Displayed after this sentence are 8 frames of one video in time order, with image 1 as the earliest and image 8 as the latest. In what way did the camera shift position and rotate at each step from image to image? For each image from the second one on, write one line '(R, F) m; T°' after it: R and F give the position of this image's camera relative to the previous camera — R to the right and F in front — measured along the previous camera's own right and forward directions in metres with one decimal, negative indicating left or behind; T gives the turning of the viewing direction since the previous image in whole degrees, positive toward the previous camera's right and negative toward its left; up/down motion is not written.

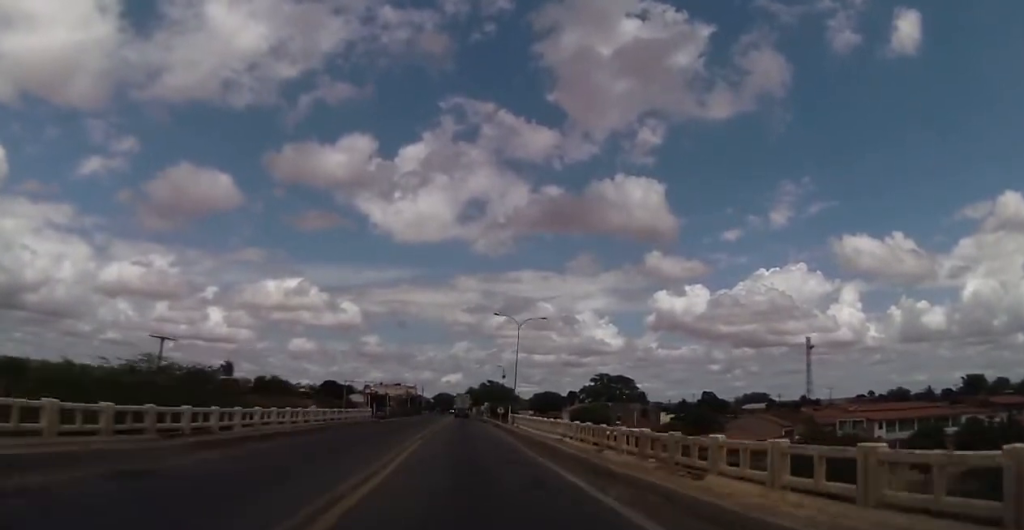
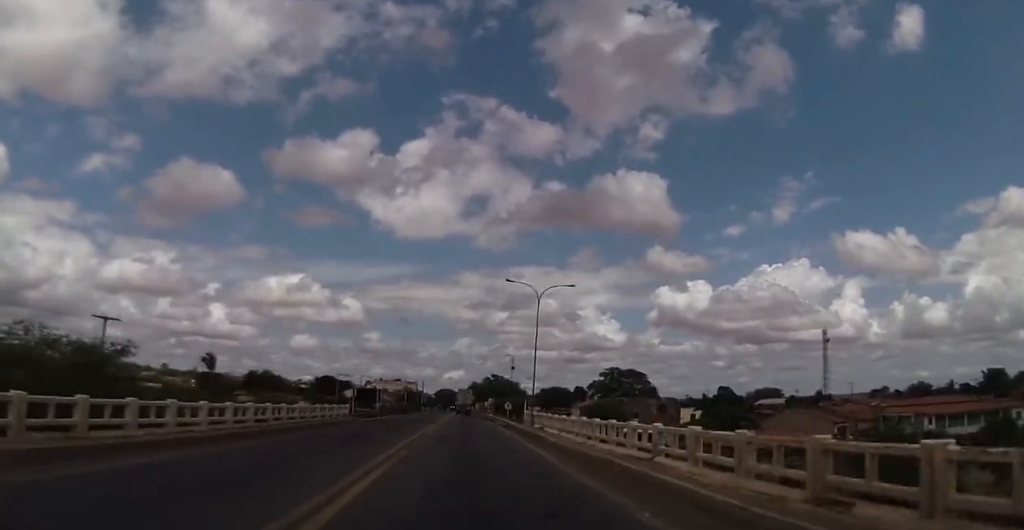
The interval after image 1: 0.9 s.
(-0.1, +11.2) m; 0°
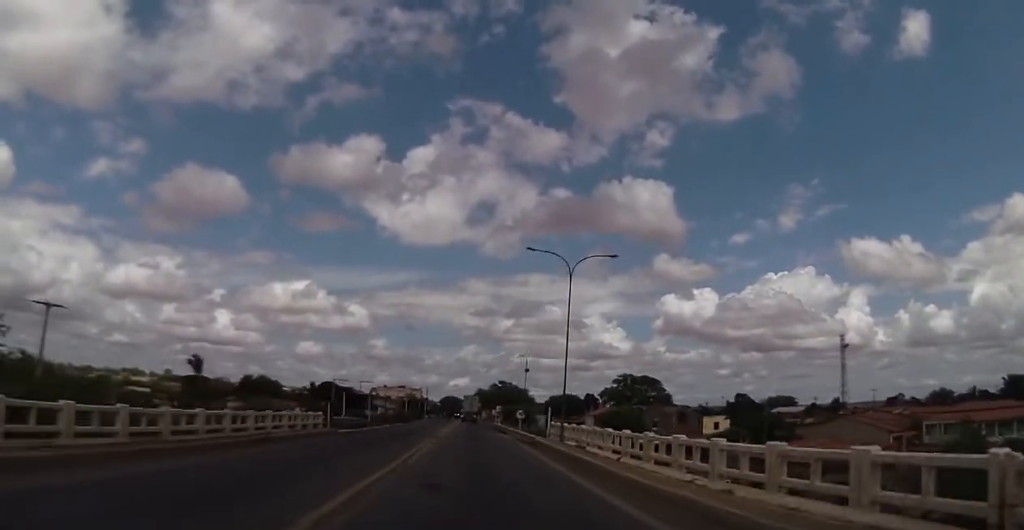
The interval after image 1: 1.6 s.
(+0.1, +9.1) m; -2°
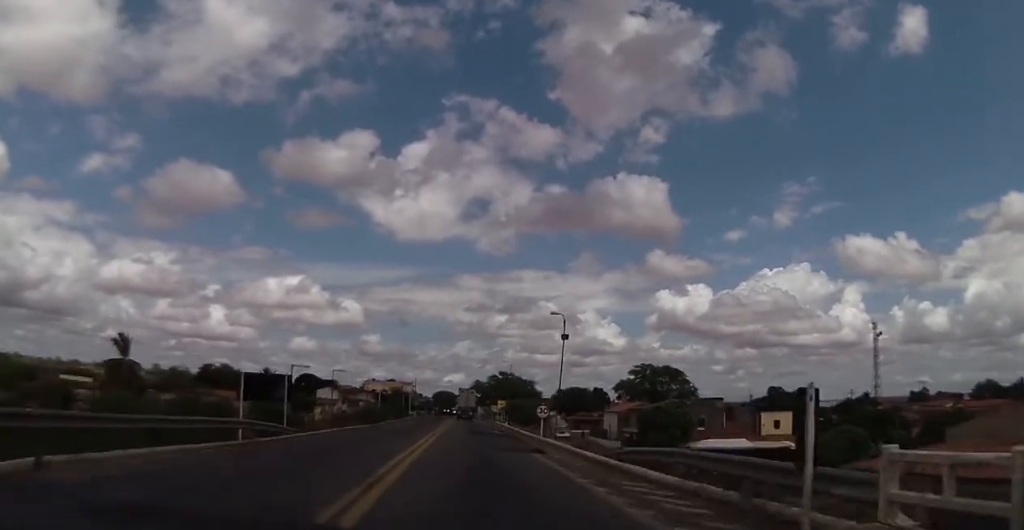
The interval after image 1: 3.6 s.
(-0.4, +25.0) m; 0°
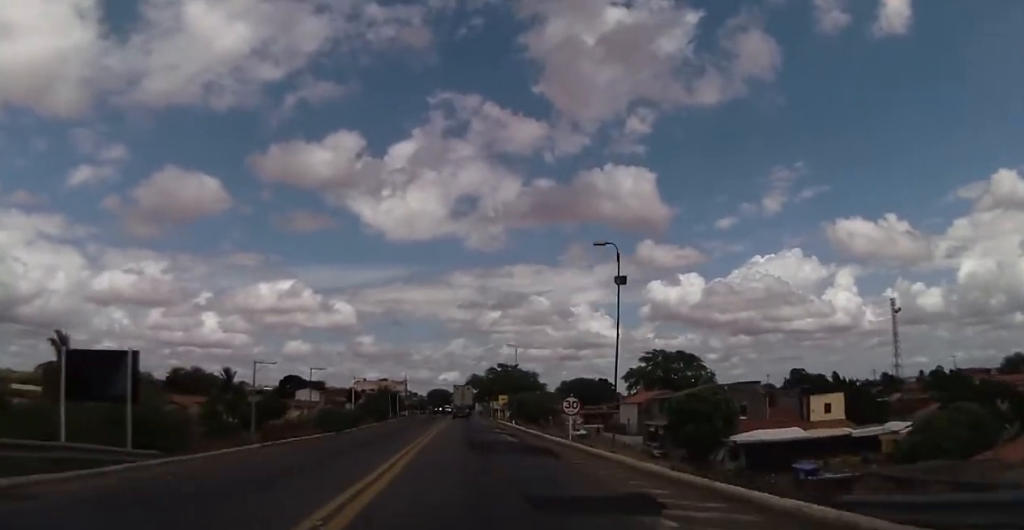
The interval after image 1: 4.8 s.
(+0.1, +14.4) m; +3°
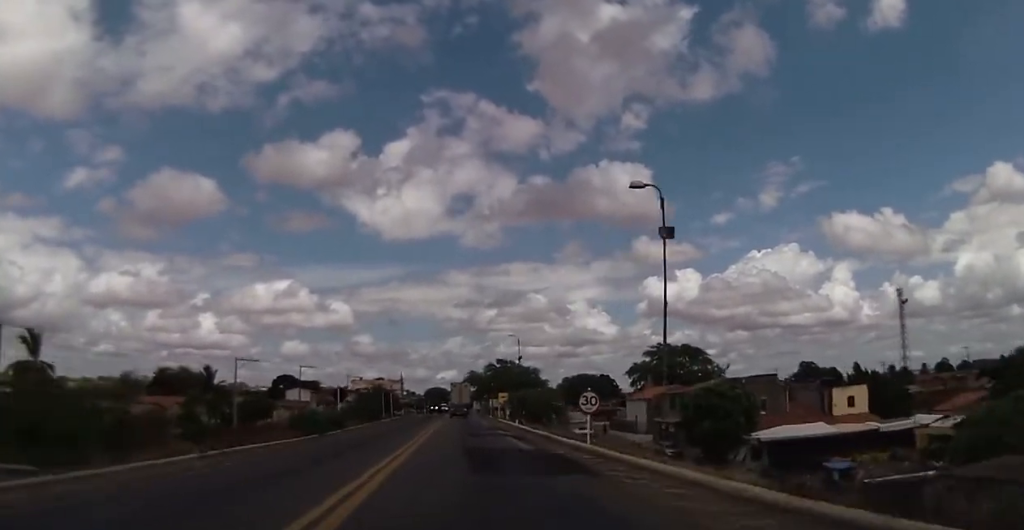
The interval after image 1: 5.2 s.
(+0.2, +5.5) m; 0°
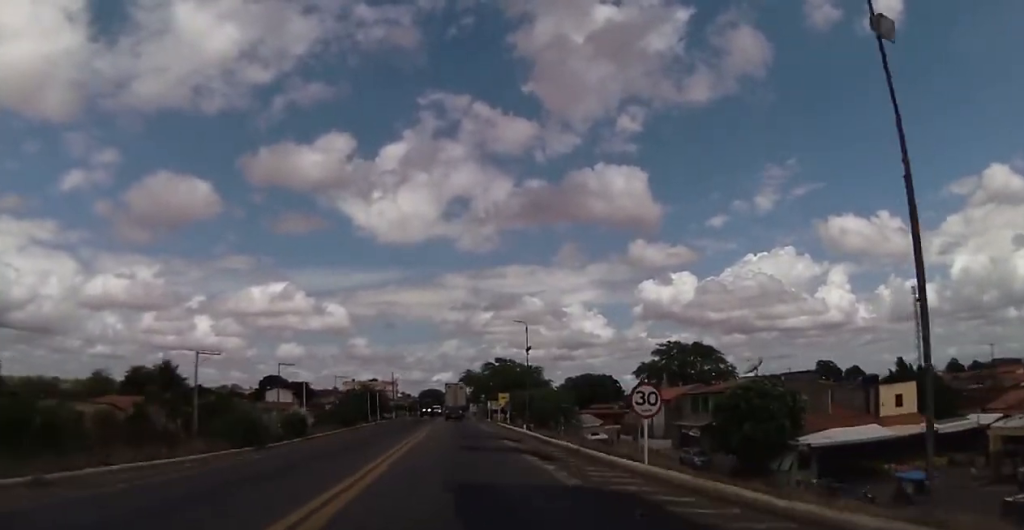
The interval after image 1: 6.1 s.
(+0.2, +9.8) m; -1°
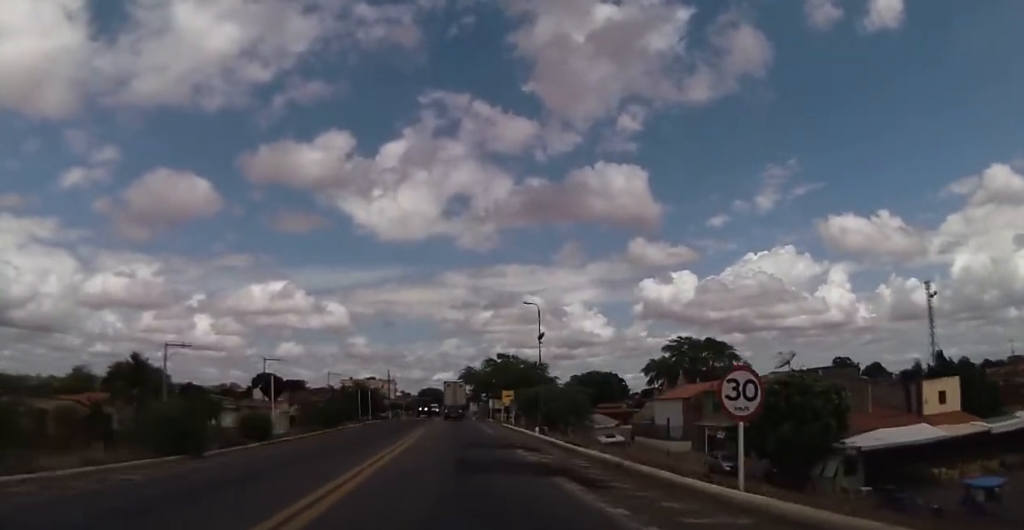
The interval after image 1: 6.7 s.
(-0.3, +6.9) m; -2°
